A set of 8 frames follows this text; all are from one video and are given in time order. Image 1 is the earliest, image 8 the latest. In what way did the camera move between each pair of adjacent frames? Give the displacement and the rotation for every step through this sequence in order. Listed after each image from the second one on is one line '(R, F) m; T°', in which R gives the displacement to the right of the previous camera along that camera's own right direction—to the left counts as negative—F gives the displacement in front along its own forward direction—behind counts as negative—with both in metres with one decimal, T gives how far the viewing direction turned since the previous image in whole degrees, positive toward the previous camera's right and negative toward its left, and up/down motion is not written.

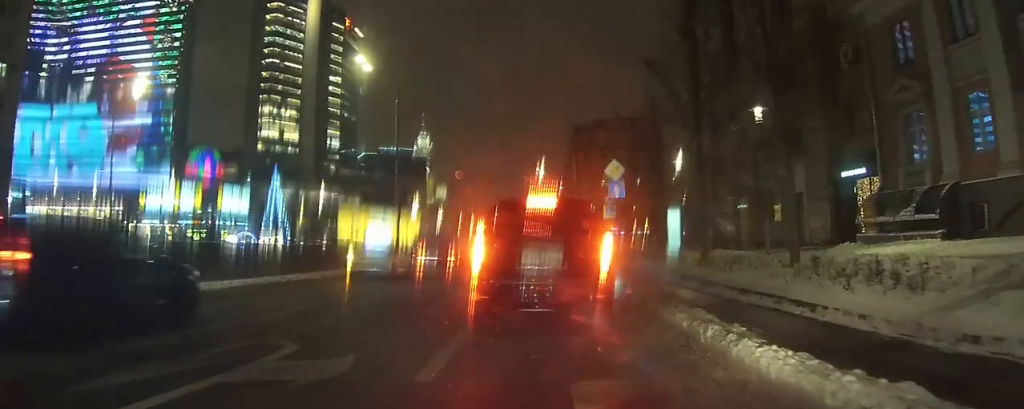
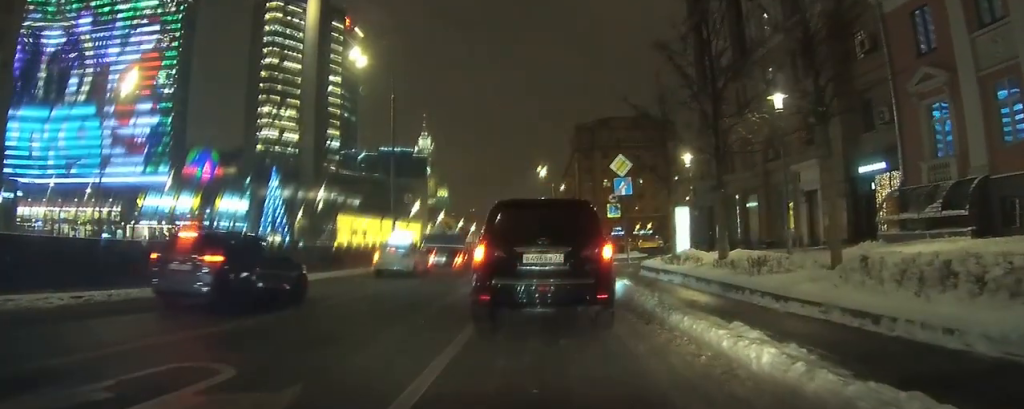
(0.0, +1.6) m; +1°
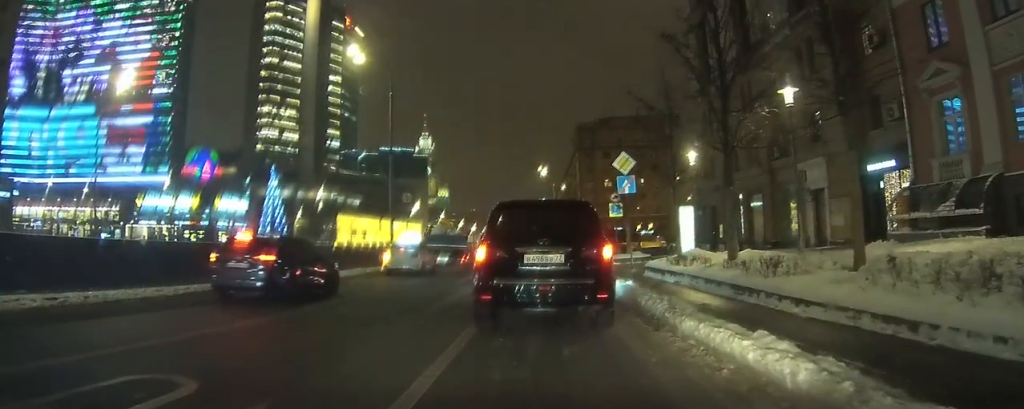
(0.0, +0.7) m; 0°
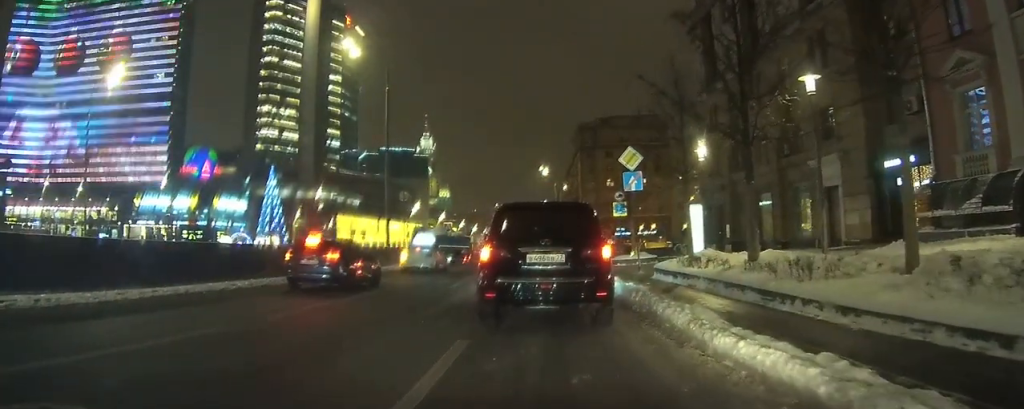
(0.0, +1.3) m; -1°
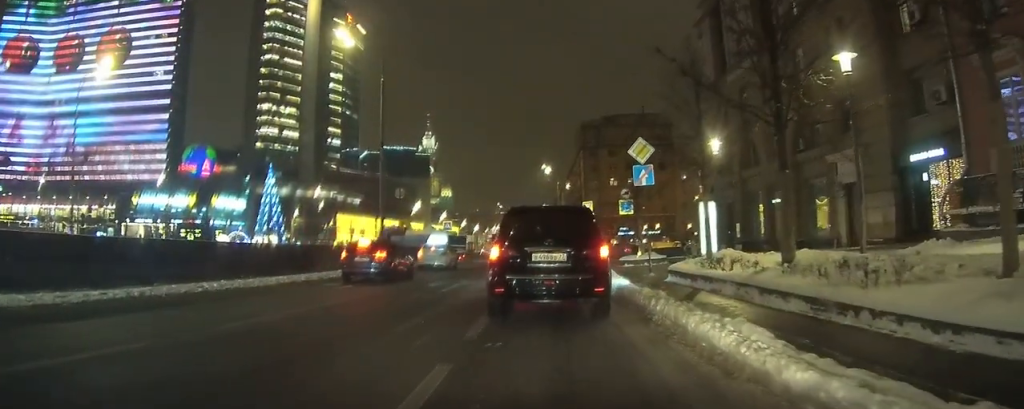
(0.0, +1.8) m; -2°
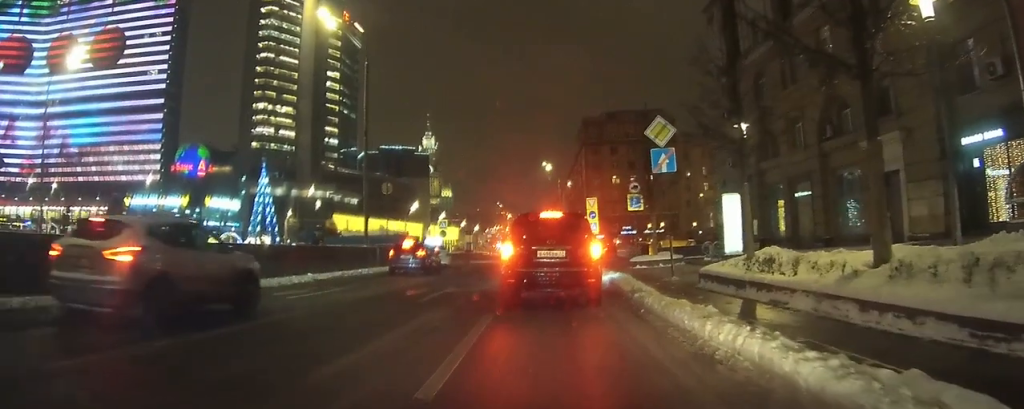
(+0.2, +3.5) m; +7°
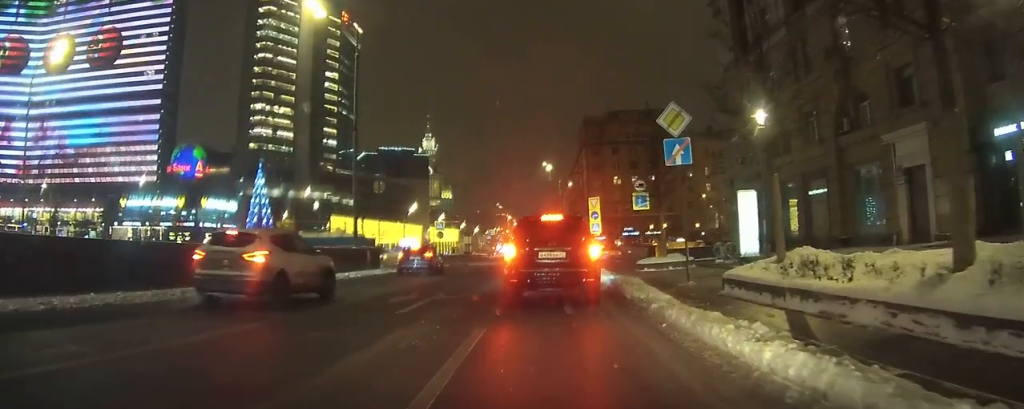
(0.0, +2.2) m; -1°
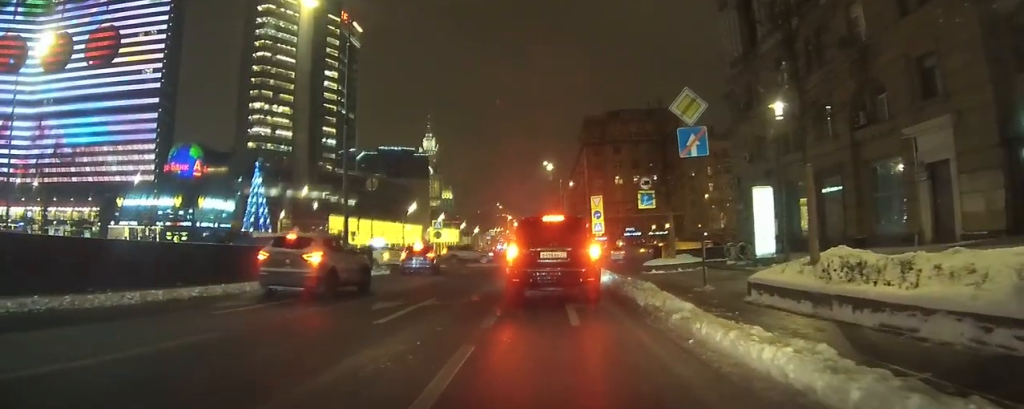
(0.0, +1.9) m; 0°
